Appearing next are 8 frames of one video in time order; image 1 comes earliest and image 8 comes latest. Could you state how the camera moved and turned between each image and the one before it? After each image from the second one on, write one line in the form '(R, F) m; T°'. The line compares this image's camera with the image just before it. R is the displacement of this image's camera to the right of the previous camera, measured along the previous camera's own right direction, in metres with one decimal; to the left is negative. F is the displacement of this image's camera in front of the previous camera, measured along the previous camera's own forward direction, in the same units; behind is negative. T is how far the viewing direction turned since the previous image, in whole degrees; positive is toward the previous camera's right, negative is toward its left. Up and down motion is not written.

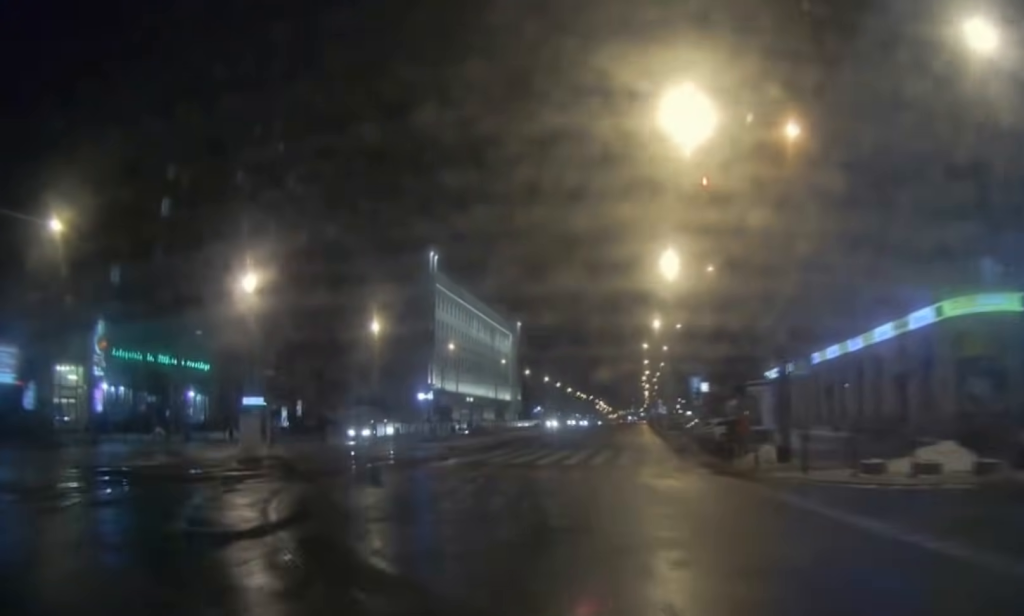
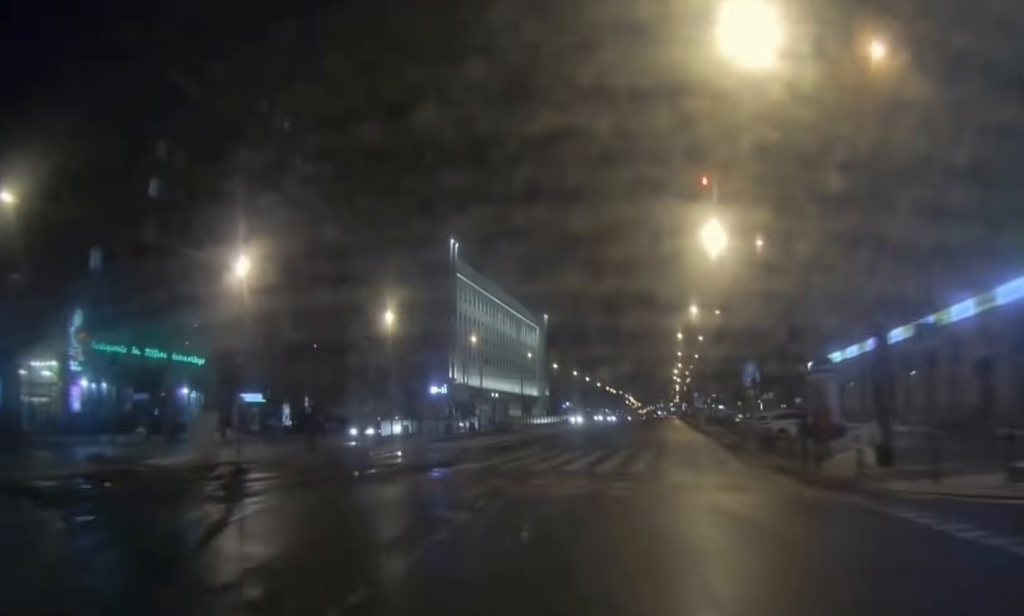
(-0.4, +6.5) m; -1°
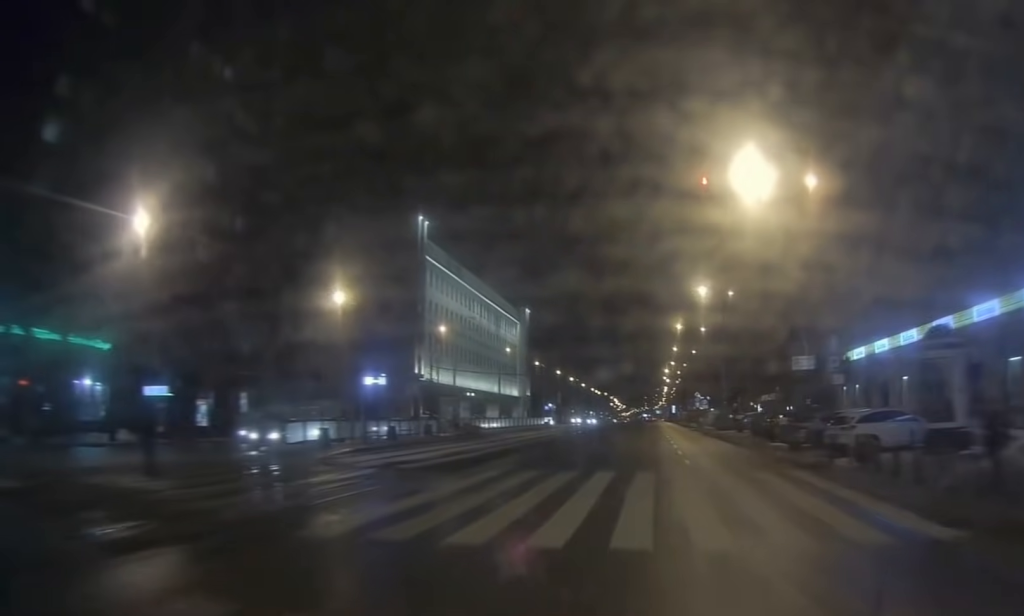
(-0.1, +13.5) m; 0°
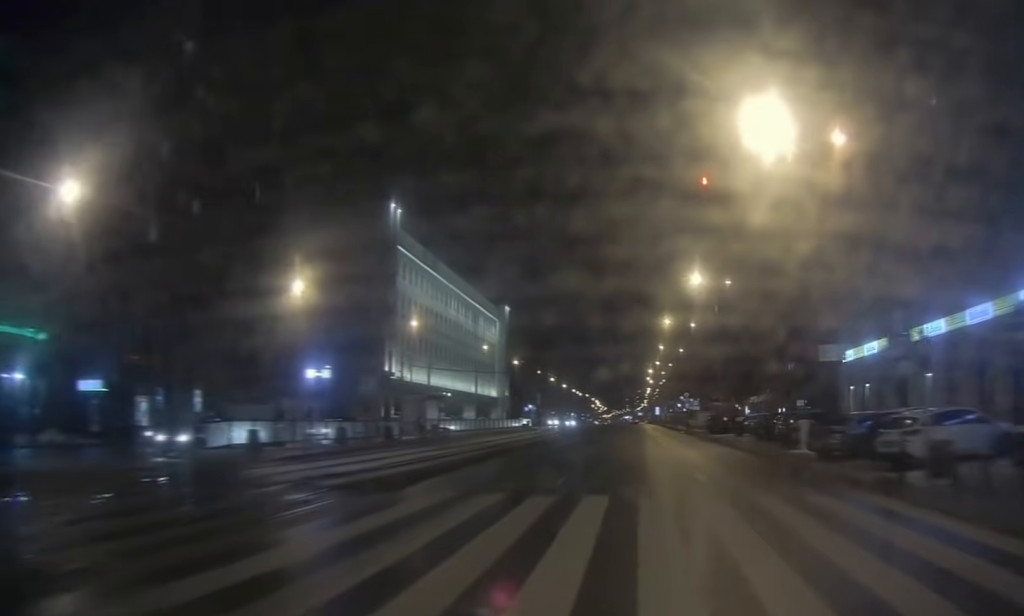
(0.0, +6.2) m; +1°
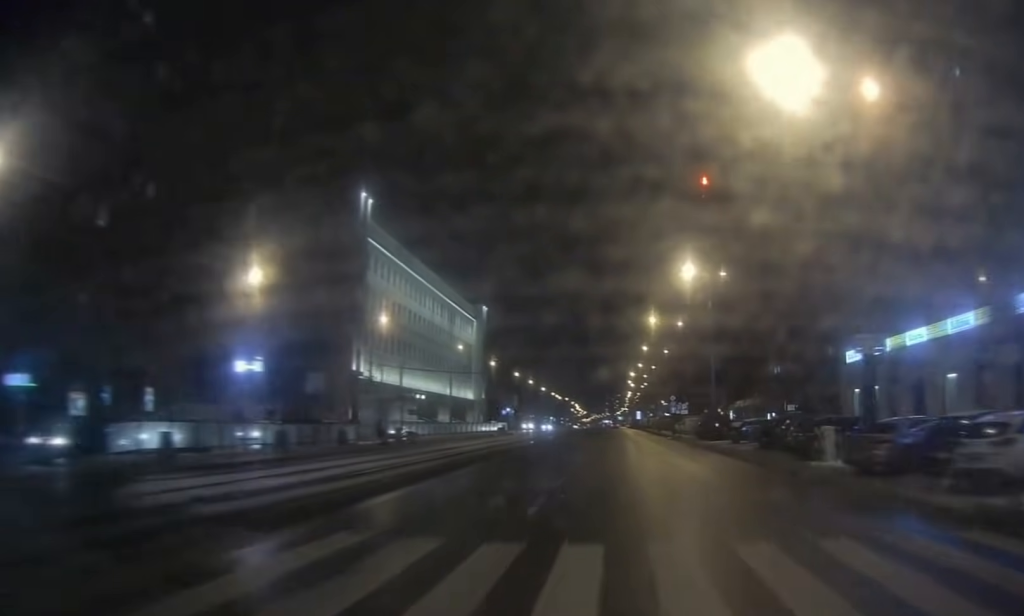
(-0.1, +5.4) m; +1°
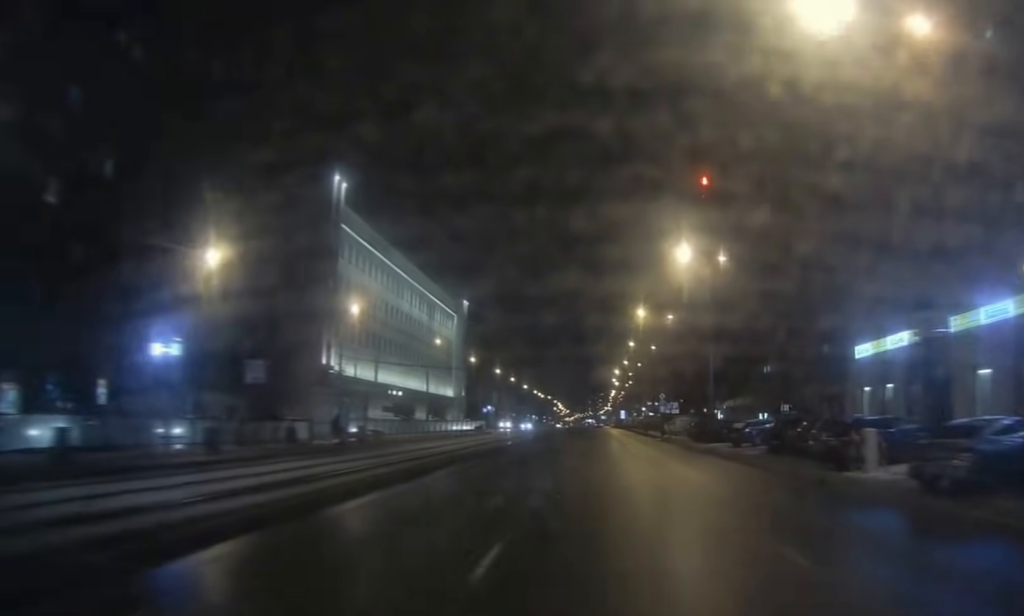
(+0.1, +5.2) m; +2°
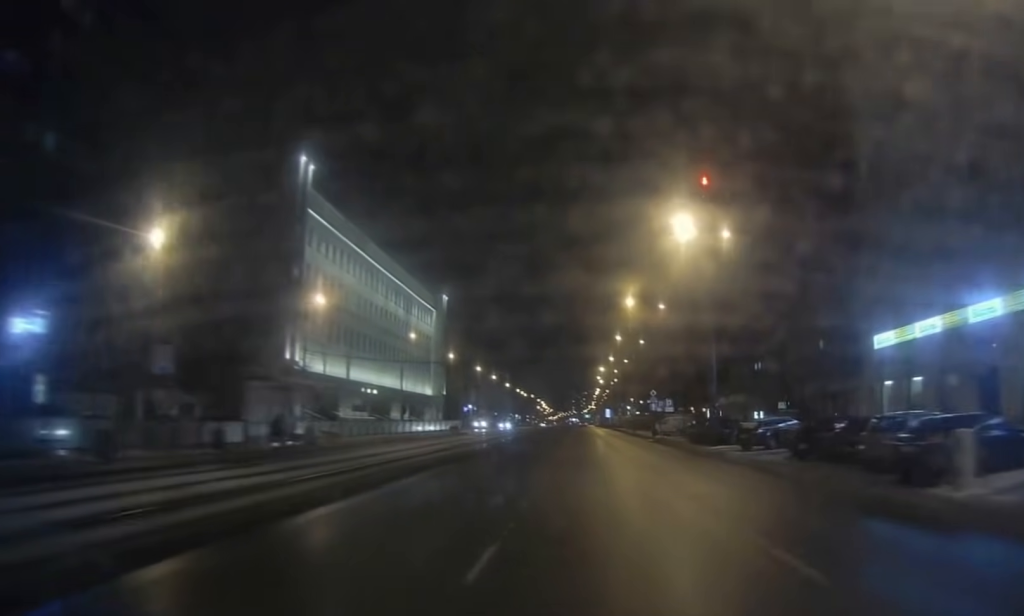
(0.0, +6.2) m; +2°
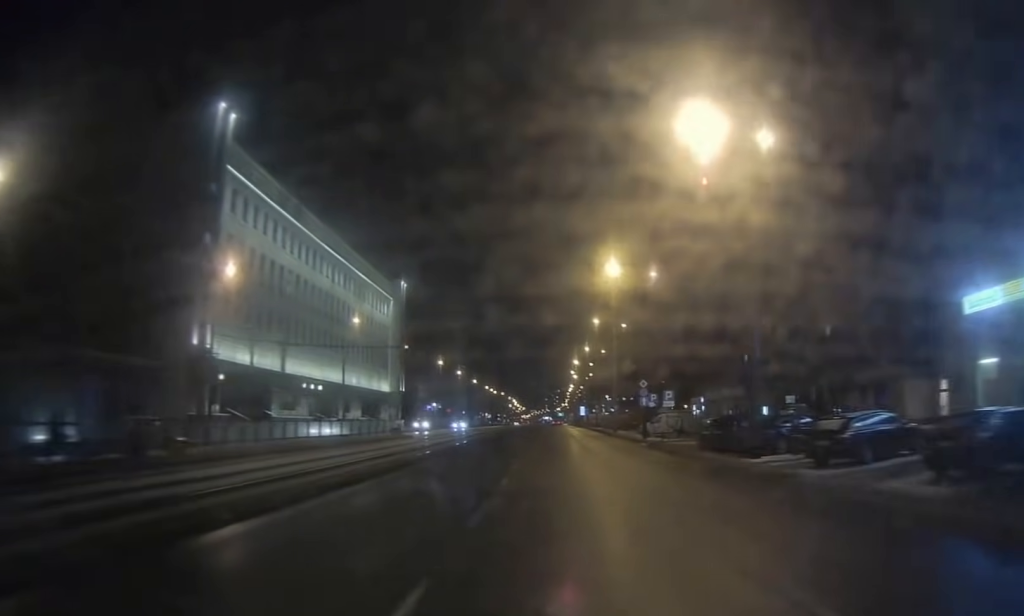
(+0.6, +14.6) m; +2°
